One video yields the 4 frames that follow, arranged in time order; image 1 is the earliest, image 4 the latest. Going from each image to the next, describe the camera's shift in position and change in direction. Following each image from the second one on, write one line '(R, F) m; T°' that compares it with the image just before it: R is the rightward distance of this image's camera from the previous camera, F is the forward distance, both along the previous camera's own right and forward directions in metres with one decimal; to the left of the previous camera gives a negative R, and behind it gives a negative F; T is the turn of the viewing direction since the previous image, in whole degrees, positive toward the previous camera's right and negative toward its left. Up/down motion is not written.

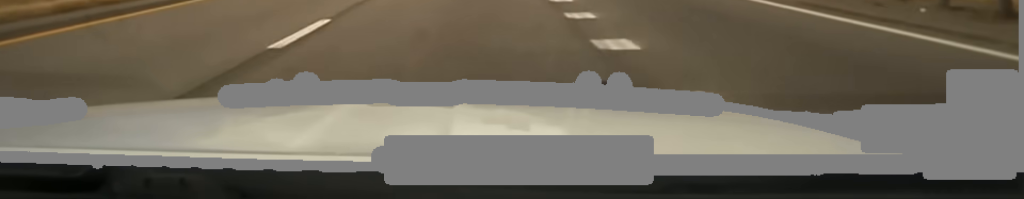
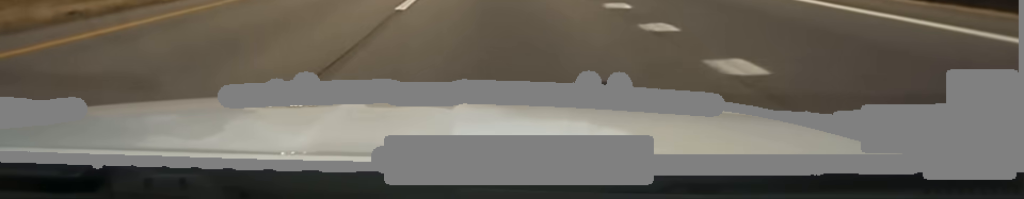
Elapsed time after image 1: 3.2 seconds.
(-1.6, +136.8) m; -2°
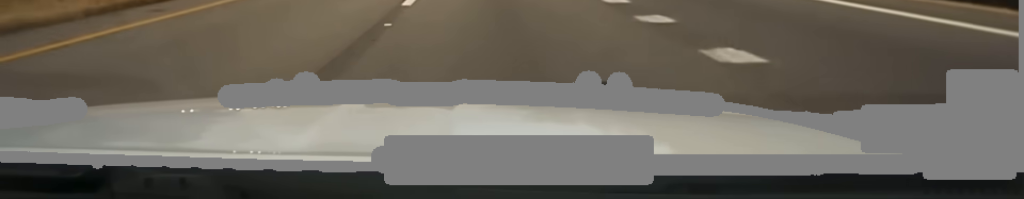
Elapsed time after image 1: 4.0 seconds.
(-0.2, +30.1) m; -1°
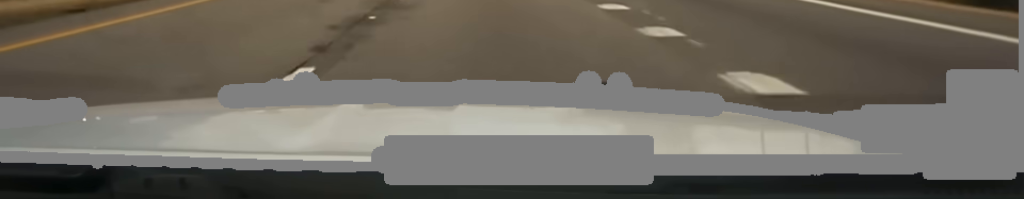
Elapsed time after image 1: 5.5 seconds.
(-1.2, +67.0) m; -3°
